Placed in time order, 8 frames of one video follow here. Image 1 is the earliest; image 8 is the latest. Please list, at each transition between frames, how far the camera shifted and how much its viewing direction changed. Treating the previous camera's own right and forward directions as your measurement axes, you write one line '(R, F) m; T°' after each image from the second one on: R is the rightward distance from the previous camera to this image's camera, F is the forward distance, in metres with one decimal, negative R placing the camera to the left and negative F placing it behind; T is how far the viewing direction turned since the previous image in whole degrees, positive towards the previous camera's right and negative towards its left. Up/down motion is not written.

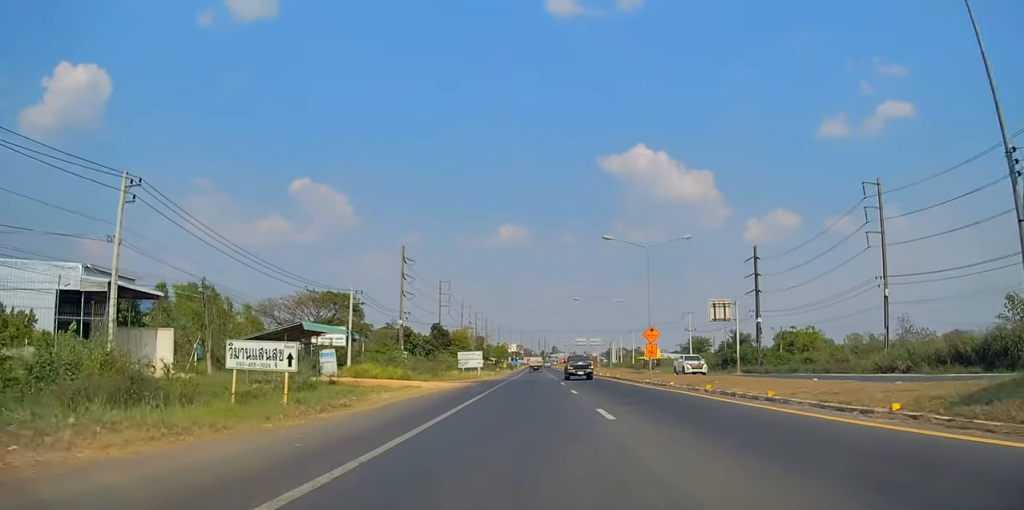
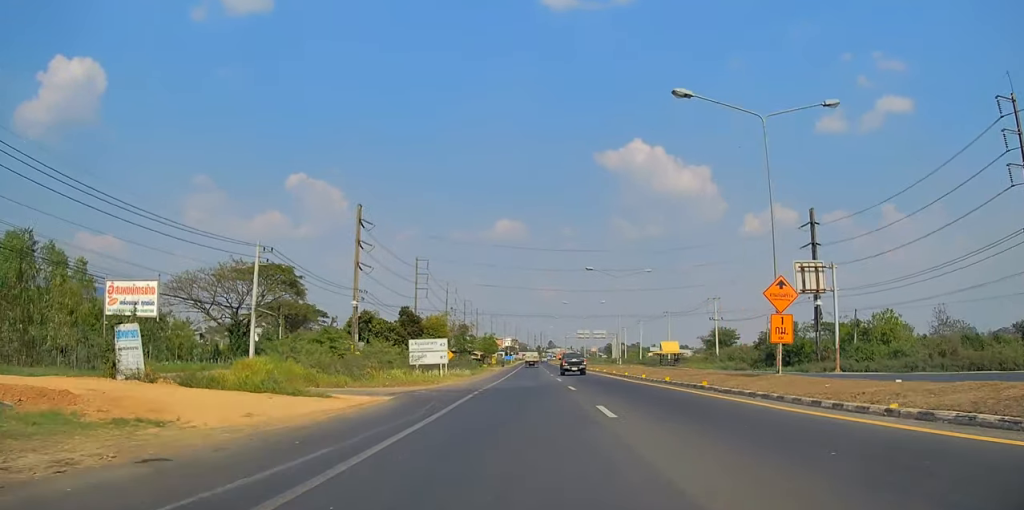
(+0.1, +24.3) m; +2°
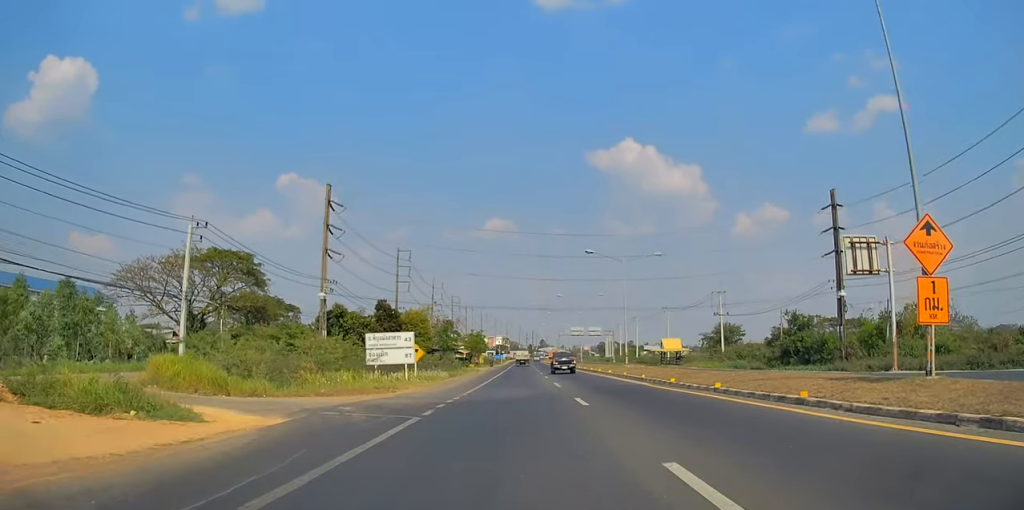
(+0.3, +9.0) m; 0°
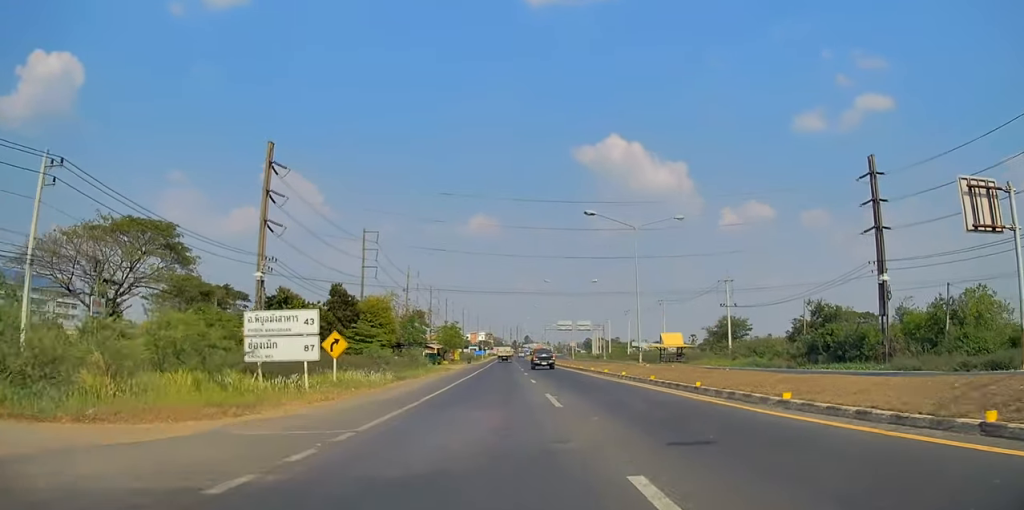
(0.0, +12.3) m; 0°
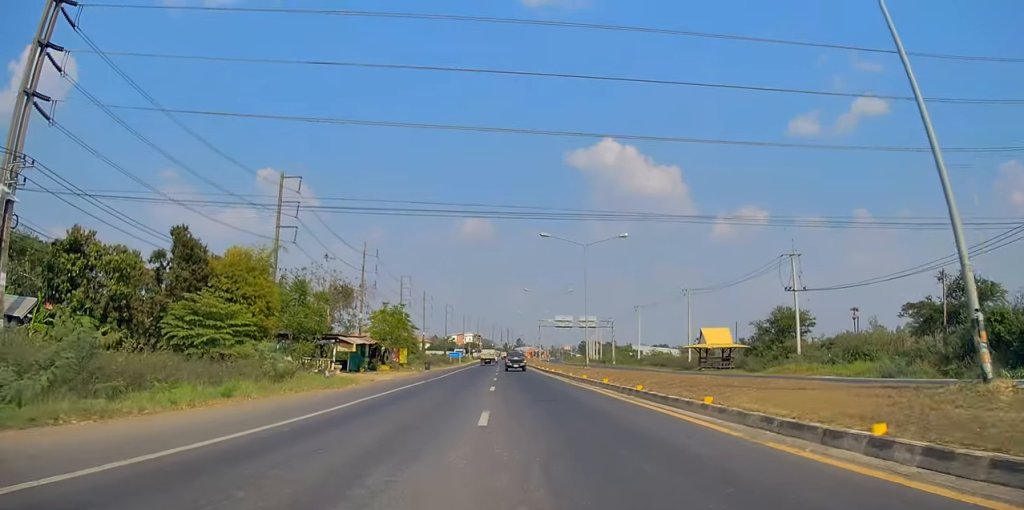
(+0.5, +30.7) m; +2°
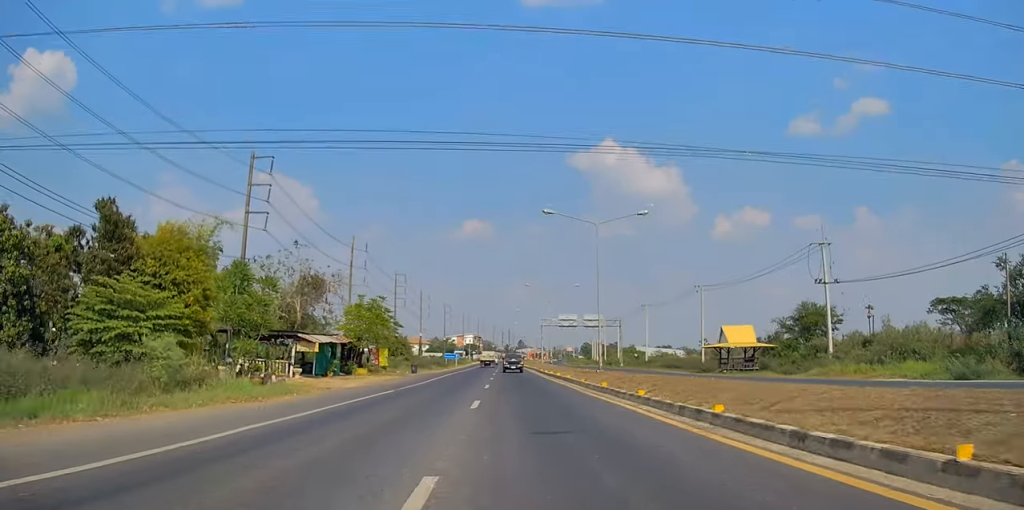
(0.0, +7.9) m; 0°
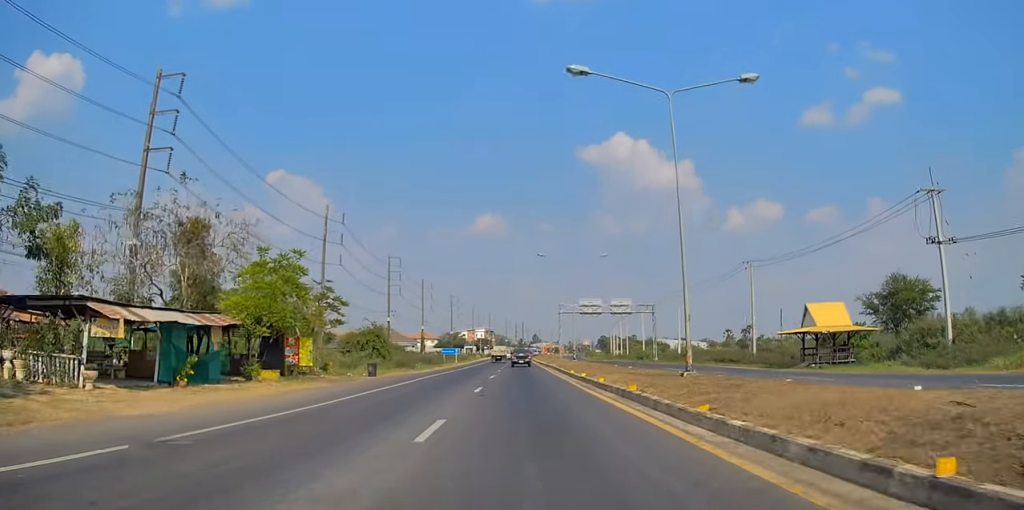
(-0.1, +19.3) m; -2°
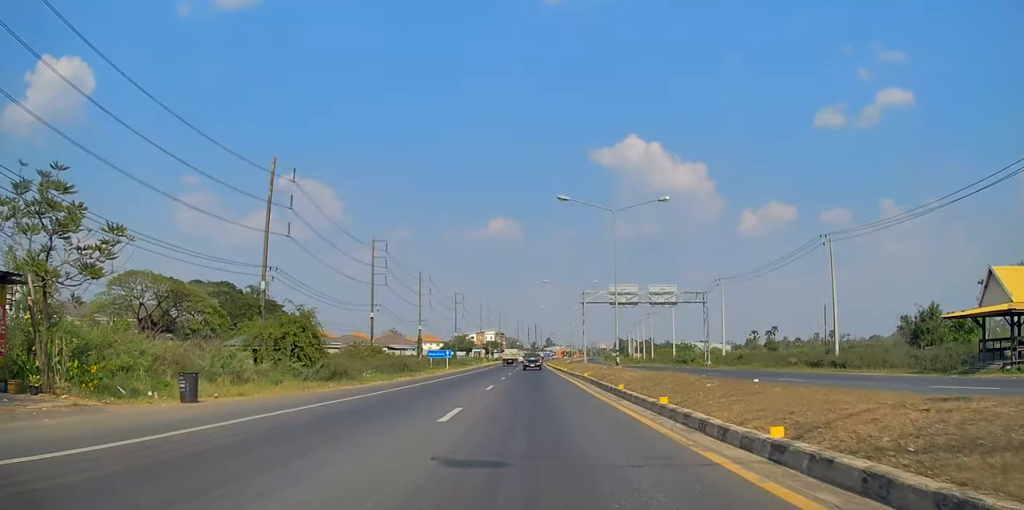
(-0.4, +21.1) m; -2°
